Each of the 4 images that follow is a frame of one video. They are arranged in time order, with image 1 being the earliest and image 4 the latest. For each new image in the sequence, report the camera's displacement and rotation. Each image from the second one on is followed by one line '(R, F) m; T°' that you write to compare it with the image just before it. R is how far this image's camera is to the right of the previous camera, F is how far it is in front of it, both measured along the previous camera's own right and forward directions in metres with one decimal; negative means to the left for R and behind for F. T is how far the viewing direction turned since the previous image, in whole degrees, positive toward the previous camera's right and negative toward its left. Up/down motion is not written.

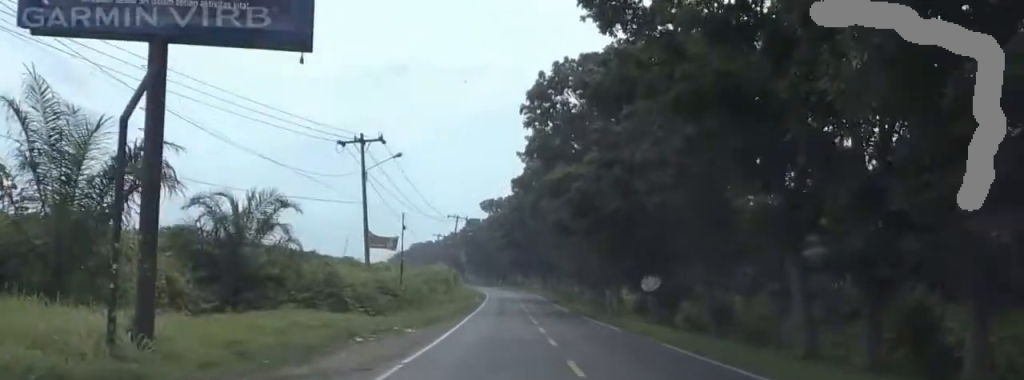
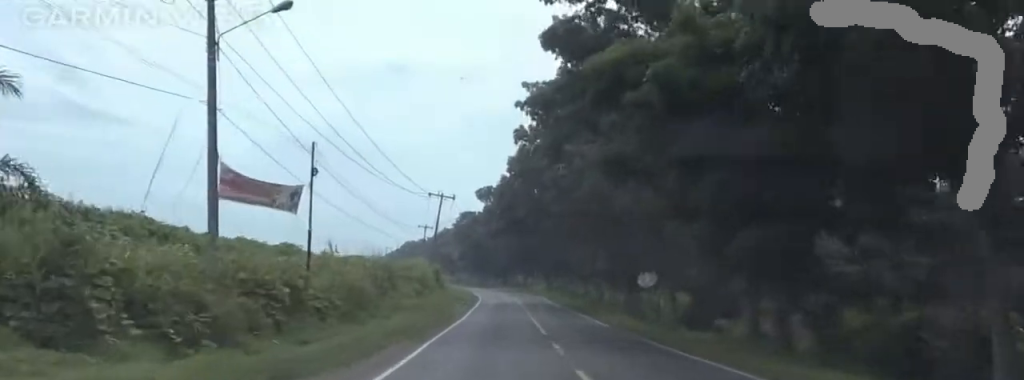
(-2.2, +26.5) m; -6°
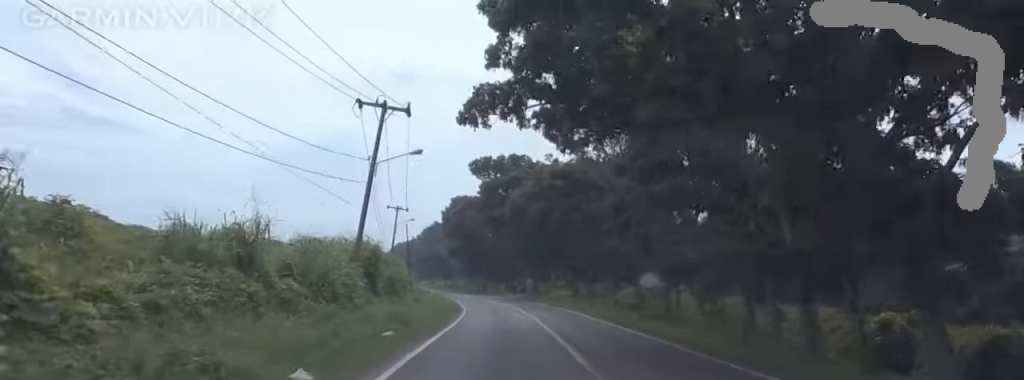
(0.0, +43.7) m; 0°
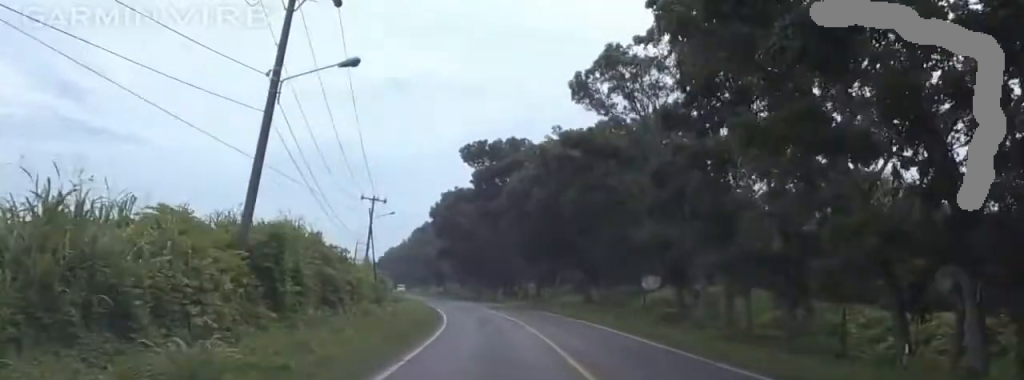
(0.0, +17.5) m; 0°
